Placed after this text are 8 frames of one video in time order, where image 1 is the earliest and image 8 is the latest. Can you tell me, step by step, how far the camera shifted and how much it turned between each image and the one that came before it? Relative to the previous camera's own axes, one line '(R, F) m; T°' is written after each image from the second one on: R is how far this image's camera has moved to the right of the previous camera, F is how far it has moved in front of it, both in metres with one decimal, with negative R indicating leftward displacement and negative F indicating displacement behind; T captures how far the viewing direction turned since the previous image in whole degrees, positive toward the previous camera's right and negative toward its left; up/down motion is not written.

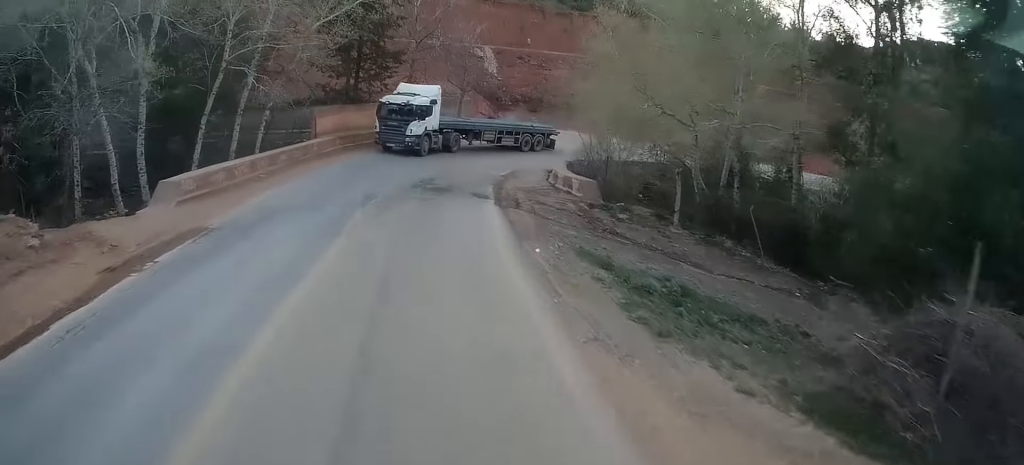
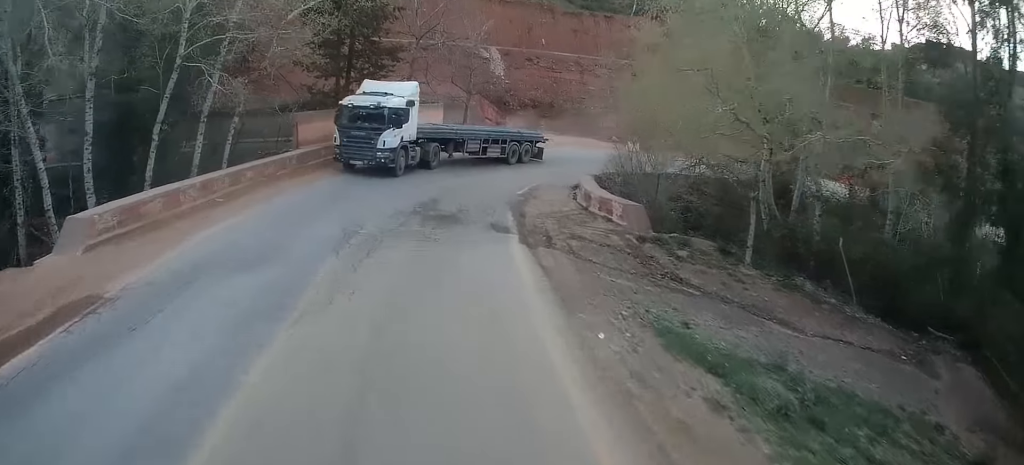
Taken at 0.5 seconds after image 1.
(0.0, +4.5) m; 0°
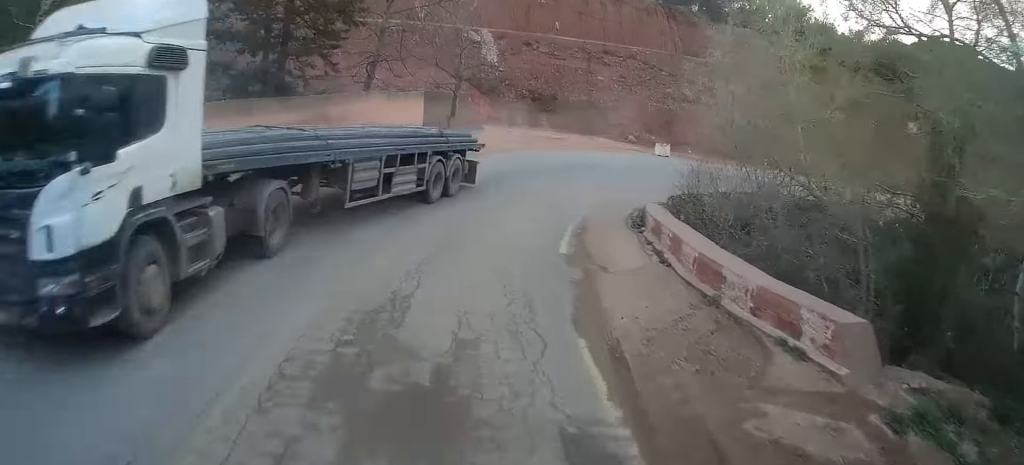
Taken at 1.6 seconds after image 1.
(0.0, +9.7) m; +3°
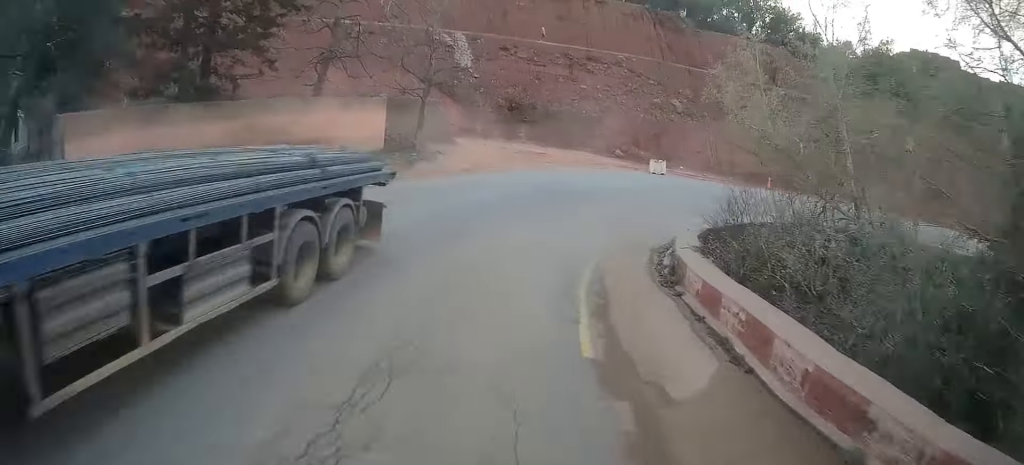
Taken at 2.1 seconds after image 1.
(+0.2, +4.0) m; +3°
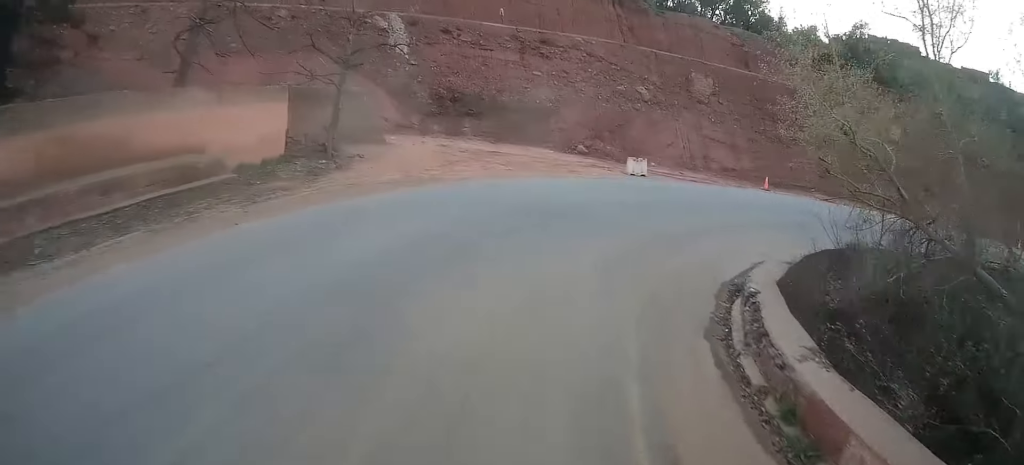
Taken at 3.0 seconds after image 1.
(+0.3, +6.1) m; +8°
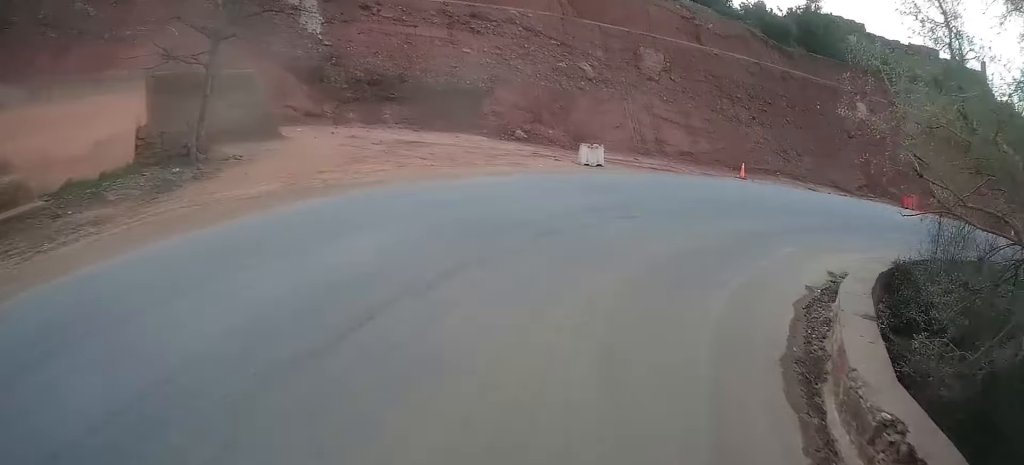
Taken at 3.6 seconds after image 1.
(0.0, +4.6) m; +9°
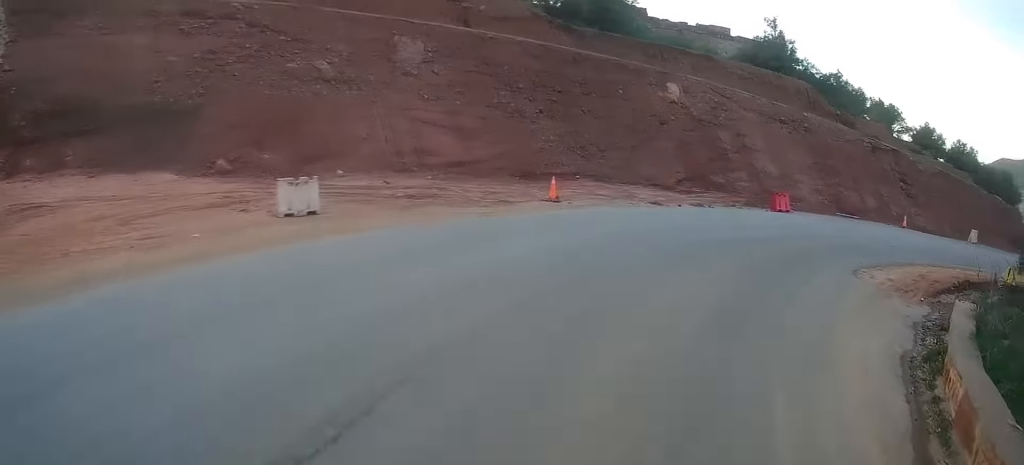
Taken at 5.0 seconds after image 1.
(+2.0, +8.1) m; +25°
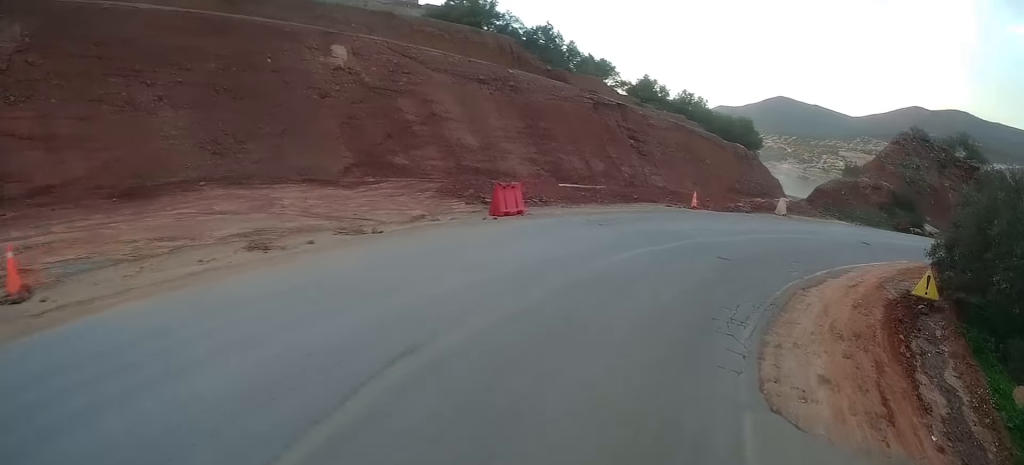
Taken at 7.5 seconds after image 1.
(+5.8, +15.6) m; +37°
